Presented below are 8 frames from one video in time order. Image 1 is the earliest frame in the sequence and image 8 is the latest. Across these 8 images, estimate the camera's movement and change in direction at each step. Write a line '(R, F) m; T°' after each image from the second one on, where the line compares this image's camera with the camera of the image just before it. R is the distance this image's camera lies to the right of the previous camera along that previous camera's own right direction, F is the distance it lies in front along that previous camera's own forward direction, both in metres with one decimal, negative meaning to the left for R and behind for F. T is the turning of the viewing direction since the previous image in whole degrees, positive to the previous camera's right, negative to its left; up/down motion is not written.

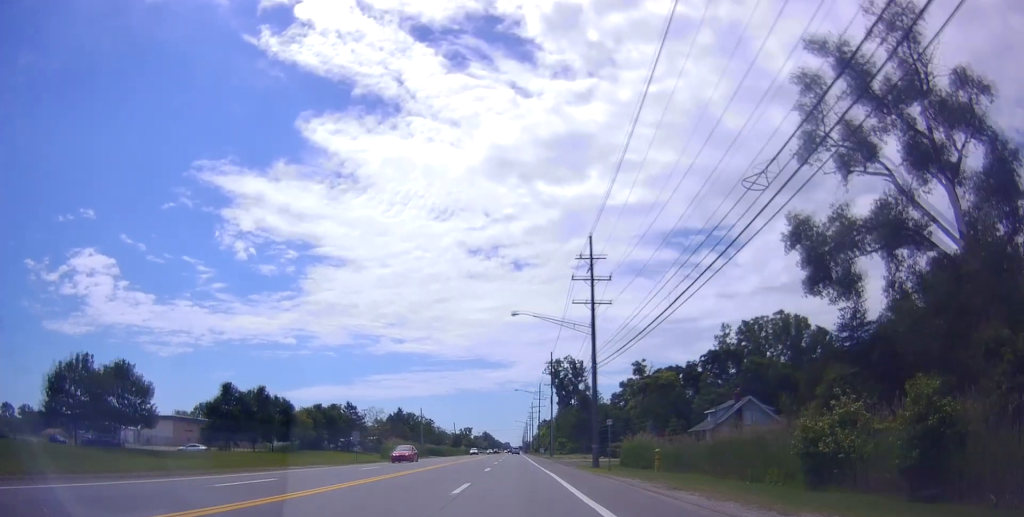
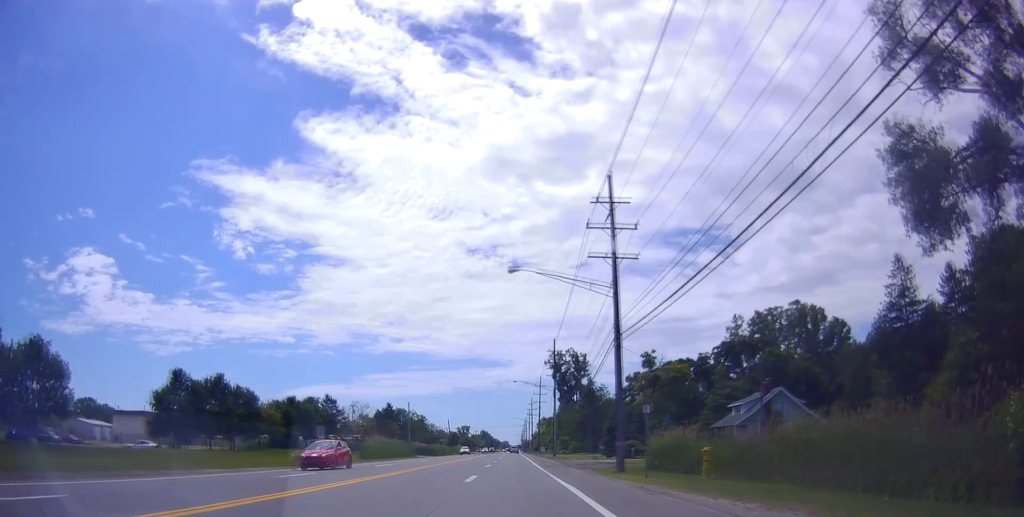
(+0.2, +10.8) m; +1°
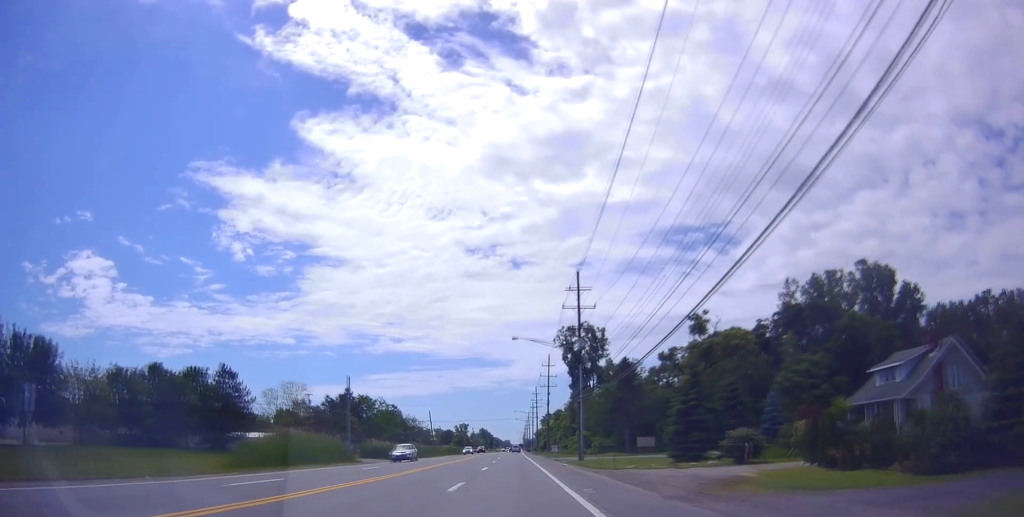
(0.0, +33.8) m; 0°
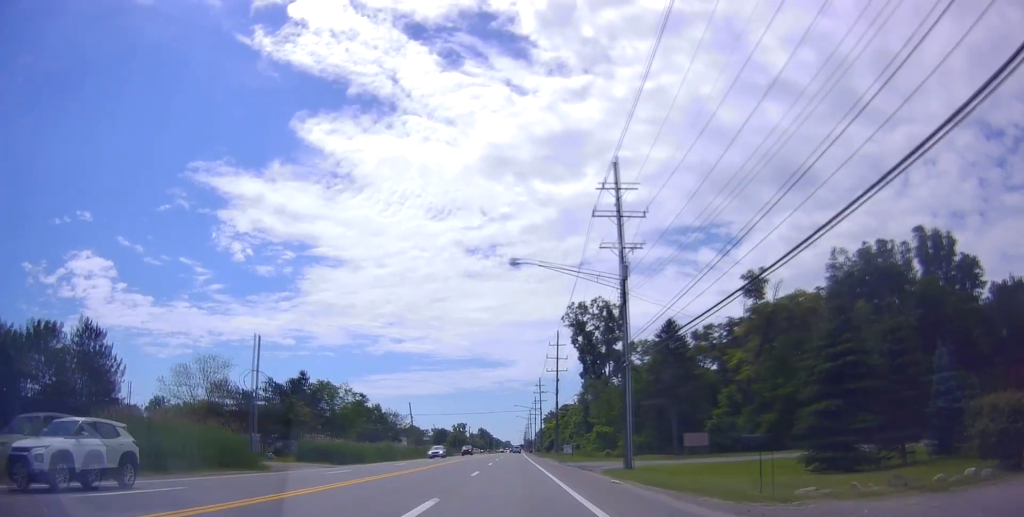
(0.0, +21.8) m; -1°
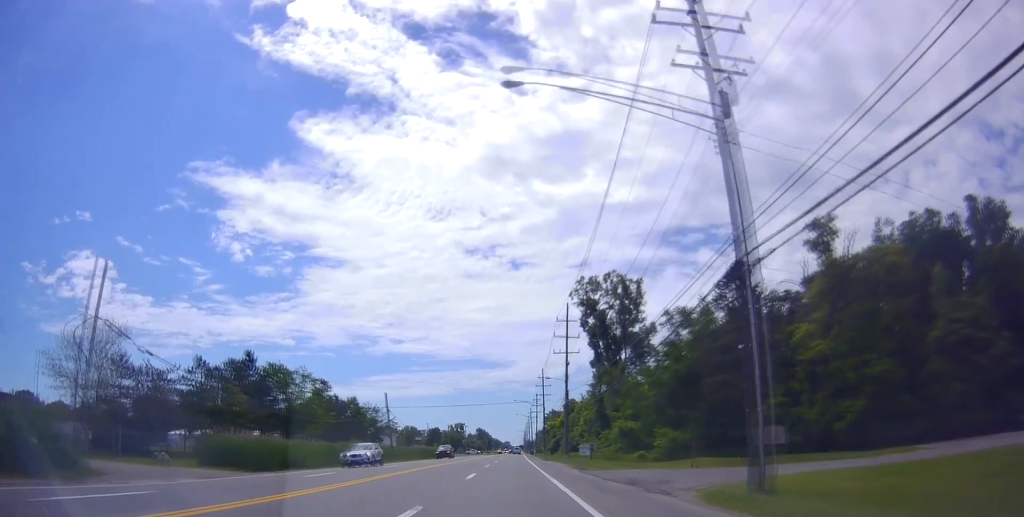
(-0.1, +16.9) m; -1°
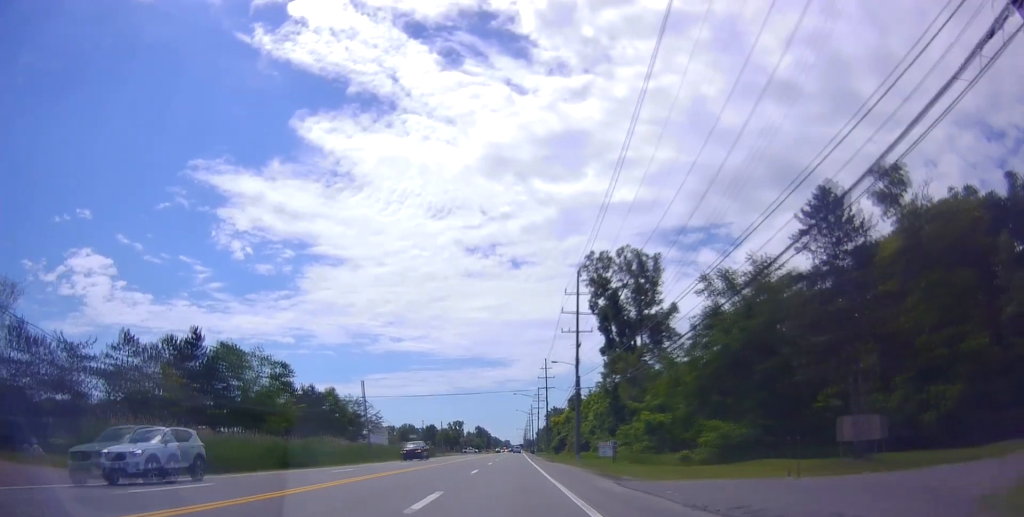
(-0.1, +11.8) m; -1°
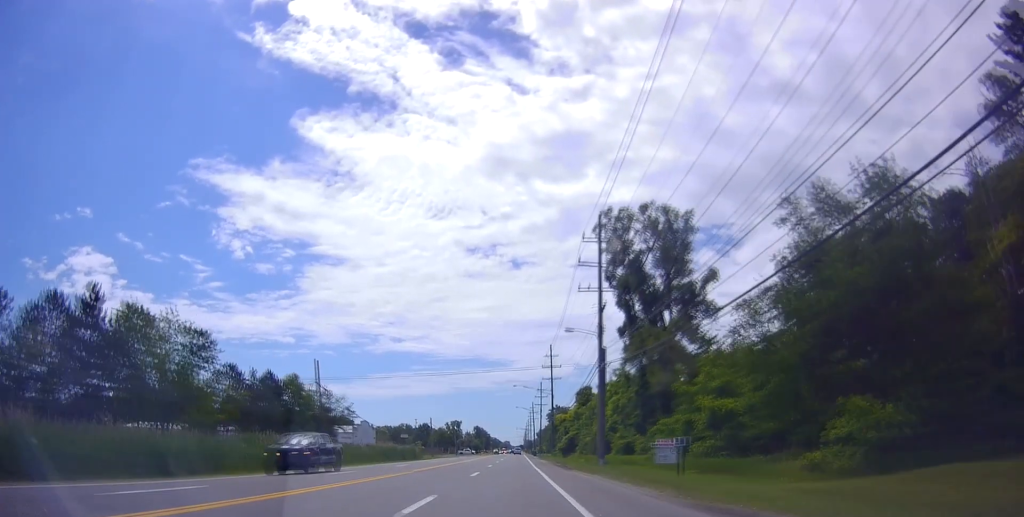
(-0.1, +15.7) m; 0°
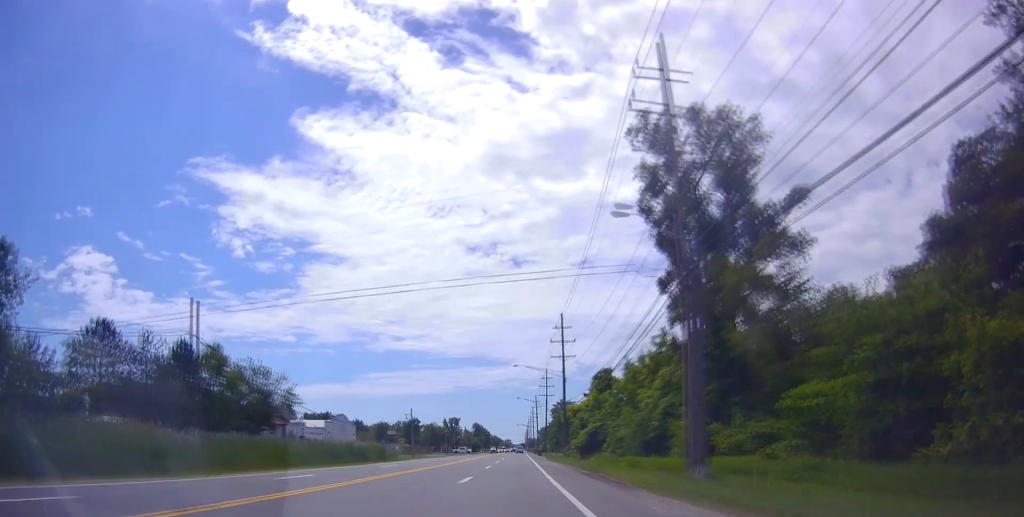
(0.0, +21.1) m; +1°
